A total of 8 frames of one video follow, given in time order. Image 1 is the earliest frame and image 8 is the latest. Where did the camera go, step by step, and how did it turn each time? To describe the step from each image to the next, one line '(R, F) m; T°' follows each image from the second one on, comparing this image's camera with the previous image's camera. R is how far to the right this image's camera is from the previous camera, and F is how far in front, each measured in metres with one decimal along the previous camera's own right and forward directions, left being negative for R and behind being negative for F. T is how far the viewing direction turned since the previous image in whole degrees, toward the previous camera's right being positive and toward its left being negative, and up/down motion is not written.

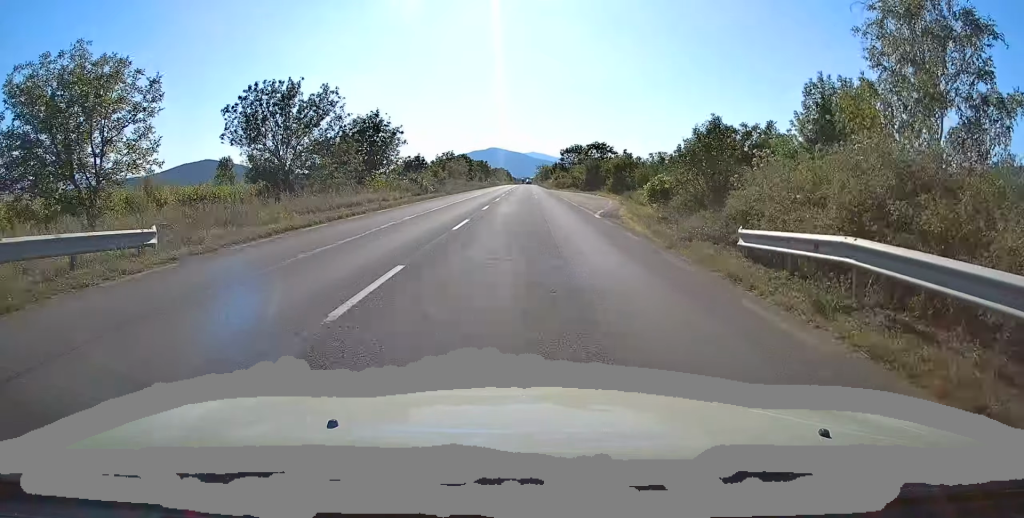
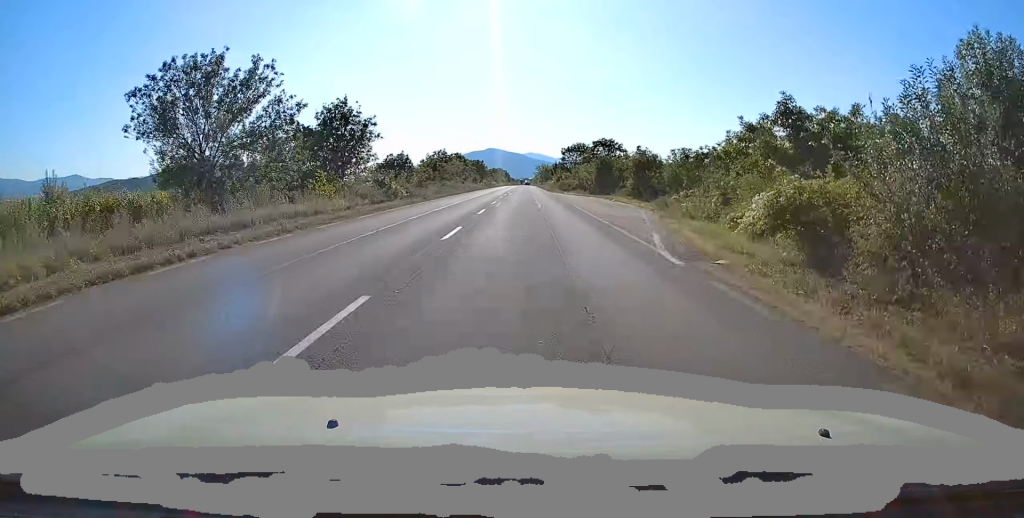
(+0.2, +11.0) m; 0°
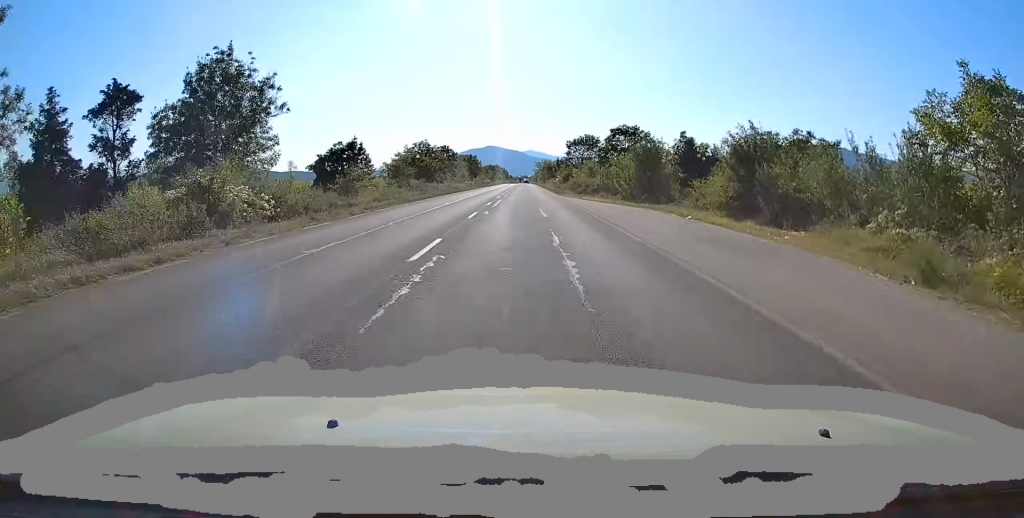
(0.0, +21.2) m; 0°
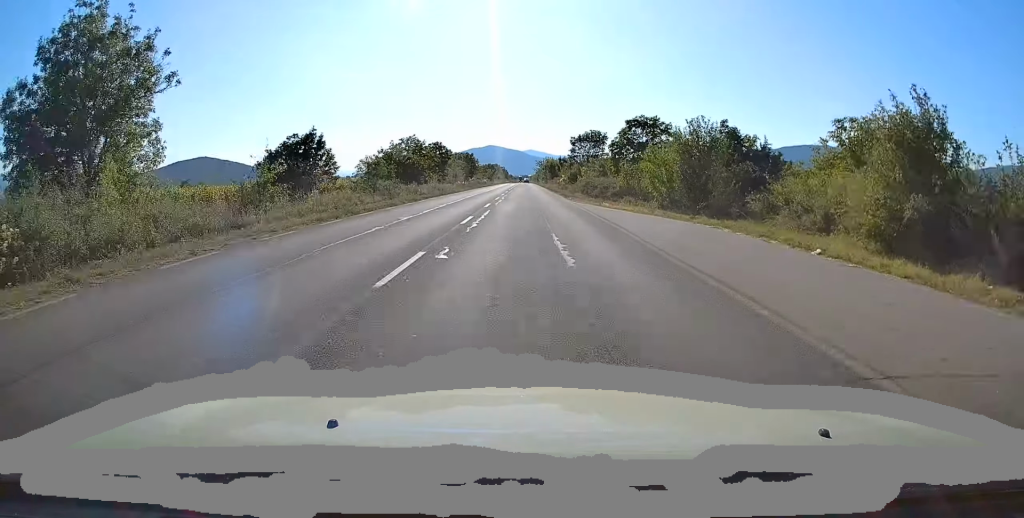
(-0.2, +11.0) m; 0°
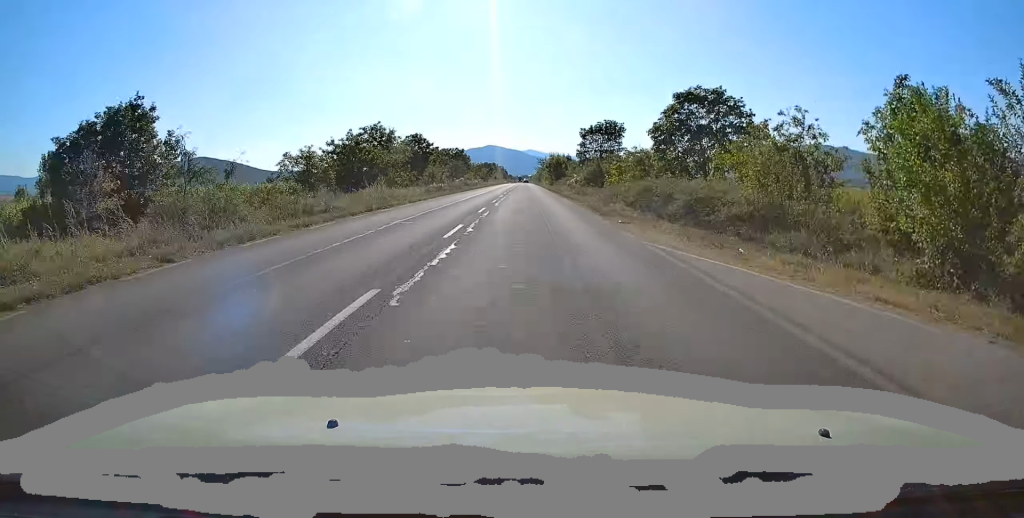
(+0.3, +21.4) m; 0°
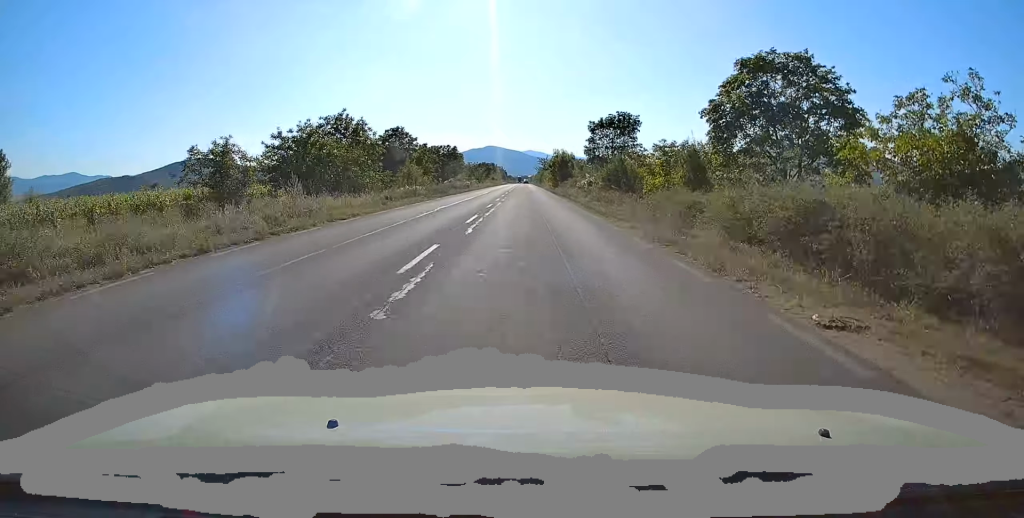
(-0.1, +13.5) m; 0°
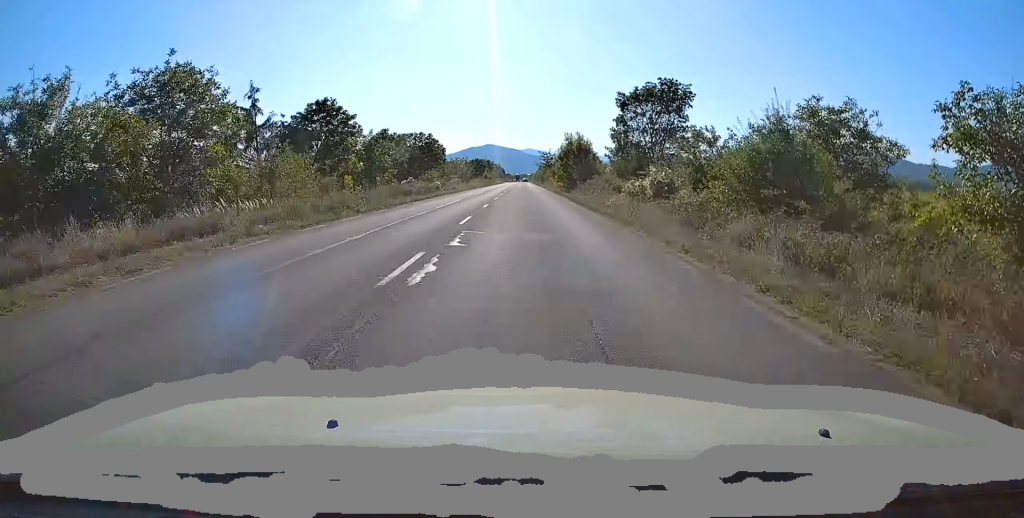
(0.0, +27.9) m; 0°
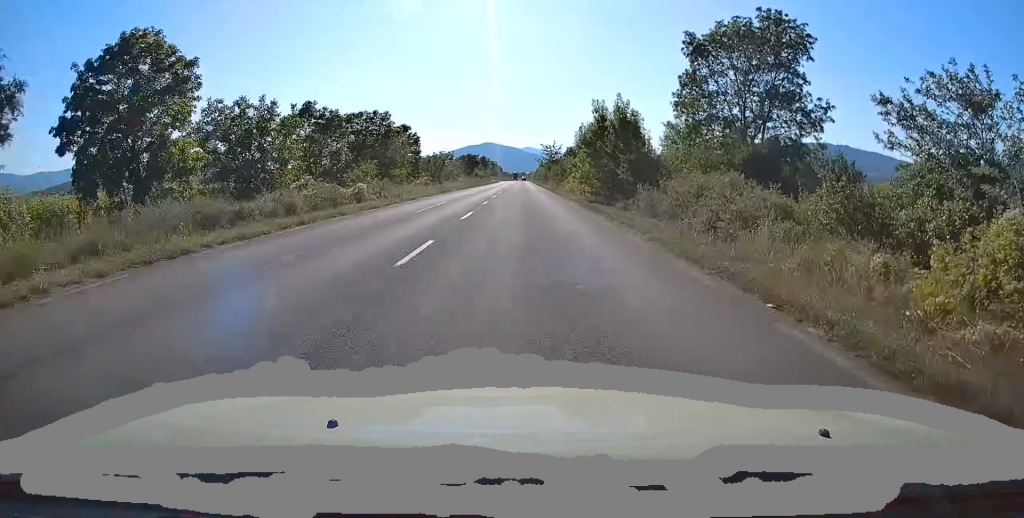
(-0.1, +25.5) m; 0°
